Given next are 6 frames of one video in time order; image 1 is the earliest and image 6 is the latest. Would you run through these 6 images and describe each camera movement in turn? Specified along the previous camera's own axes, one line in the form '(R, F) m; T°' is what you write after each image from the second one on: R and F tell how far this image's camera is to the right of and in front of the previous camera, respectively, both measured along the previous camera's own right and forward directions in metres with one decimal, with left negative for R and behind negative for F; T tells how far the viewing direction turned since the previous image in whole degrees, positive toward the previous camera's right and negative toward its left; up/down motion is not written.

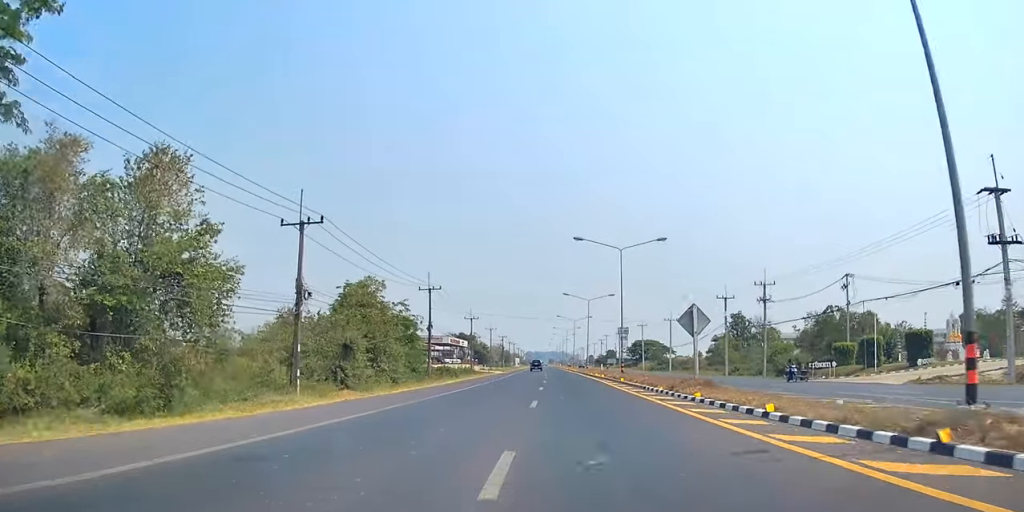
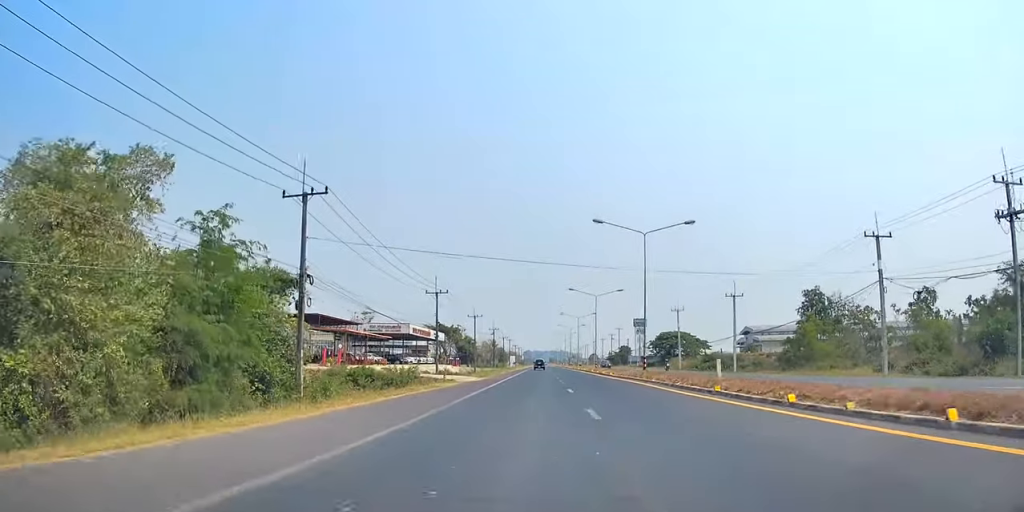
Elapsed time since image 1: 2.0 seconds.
(+0.6, +40.4) m; +2°
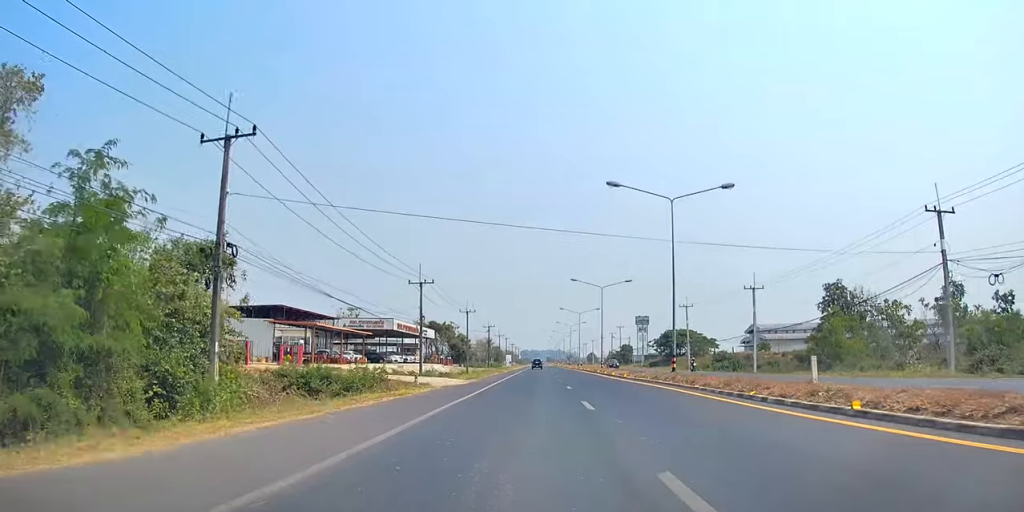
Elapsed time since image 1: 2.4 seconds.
(0.0, +9.2) m; 0°
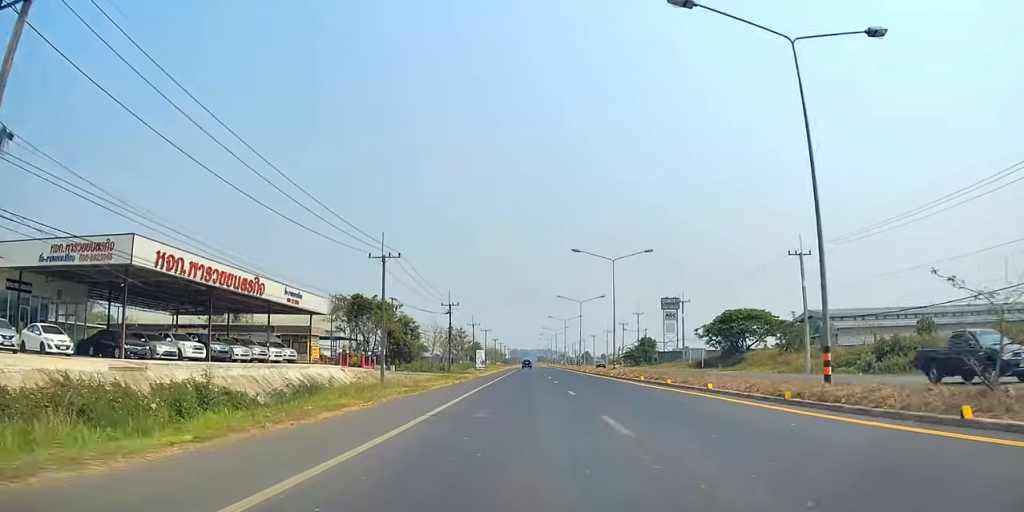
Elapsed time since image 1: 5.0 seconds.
(+0.3, +53.0) m; +1°
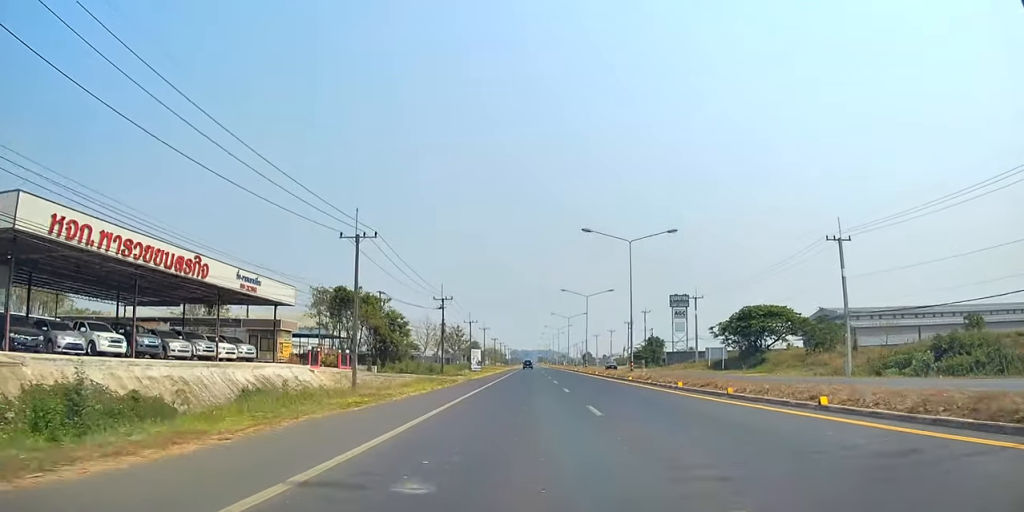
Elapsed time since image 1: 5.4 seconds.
(+0.3, +8.6) m; 0°
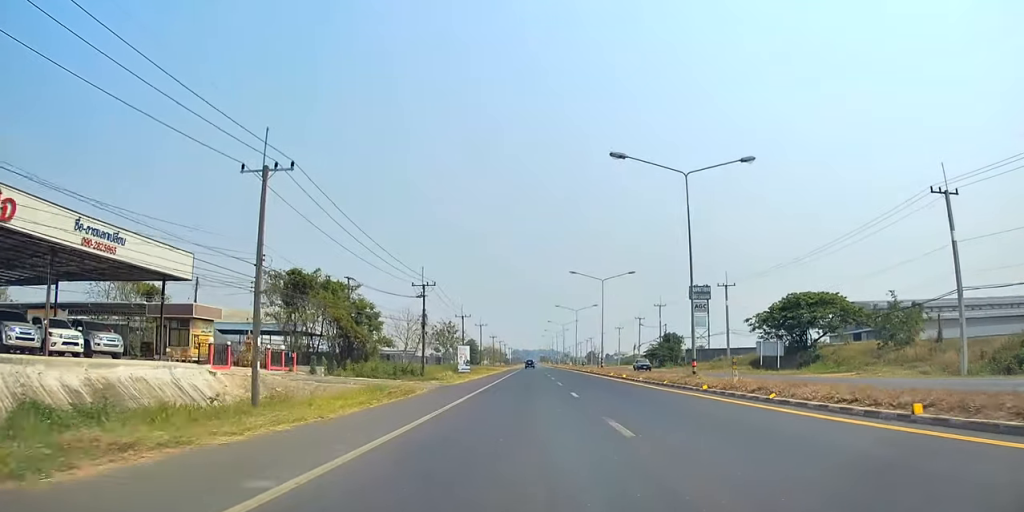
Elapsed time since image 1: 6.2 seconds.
(-0.3, +16.0) m; -2°
